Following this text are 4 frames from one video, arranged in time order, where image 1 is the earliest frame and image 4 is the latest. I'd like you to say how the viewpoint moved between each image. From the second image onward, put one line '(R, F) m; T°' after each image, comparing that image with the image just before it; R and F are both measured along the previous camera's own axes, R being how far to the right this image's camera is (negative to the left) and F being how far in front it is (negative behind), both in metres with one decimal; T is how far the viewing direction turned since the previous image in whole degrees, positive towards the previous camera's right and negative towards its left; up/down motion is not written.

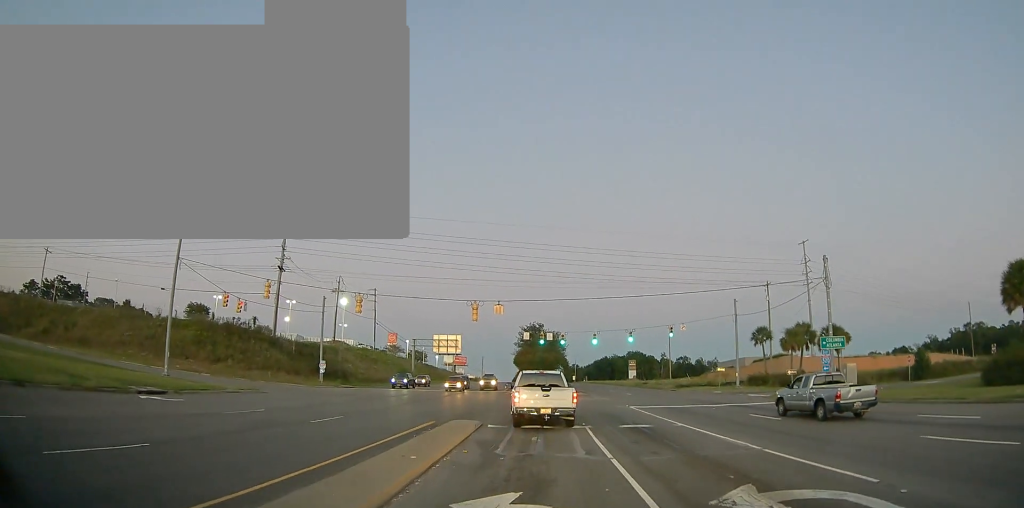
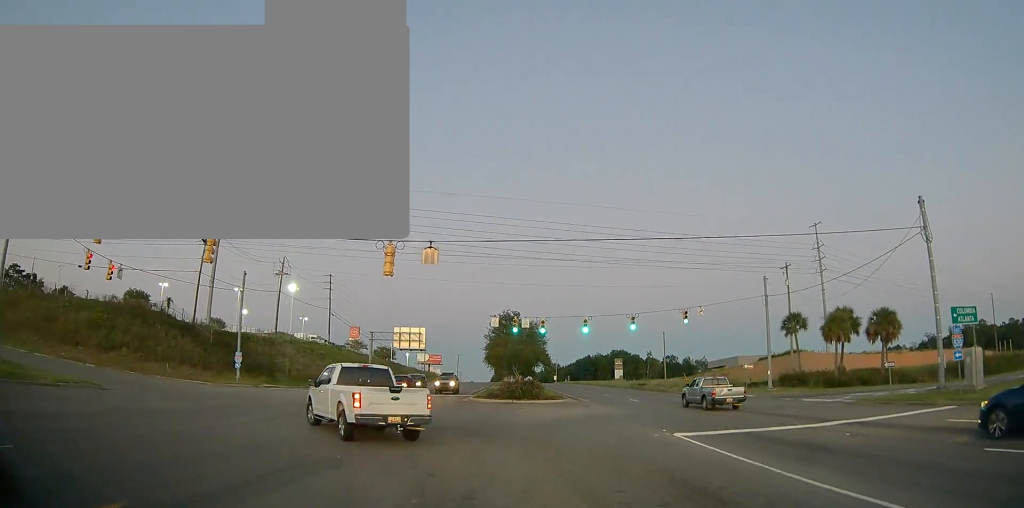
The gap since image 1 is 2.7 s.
(-1.2, +12.3) m; -13°
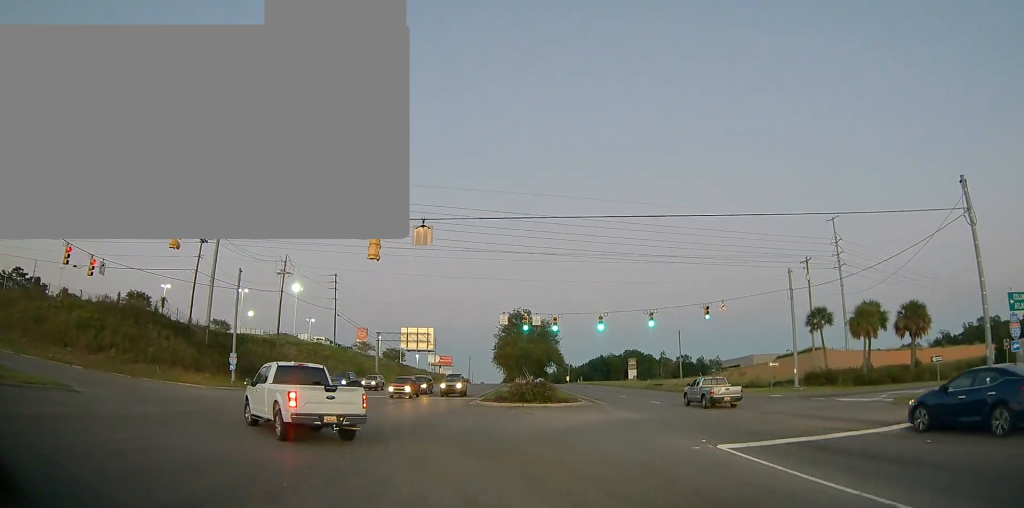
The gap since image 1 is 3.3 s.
(-0.1, +2.8) m; -6°
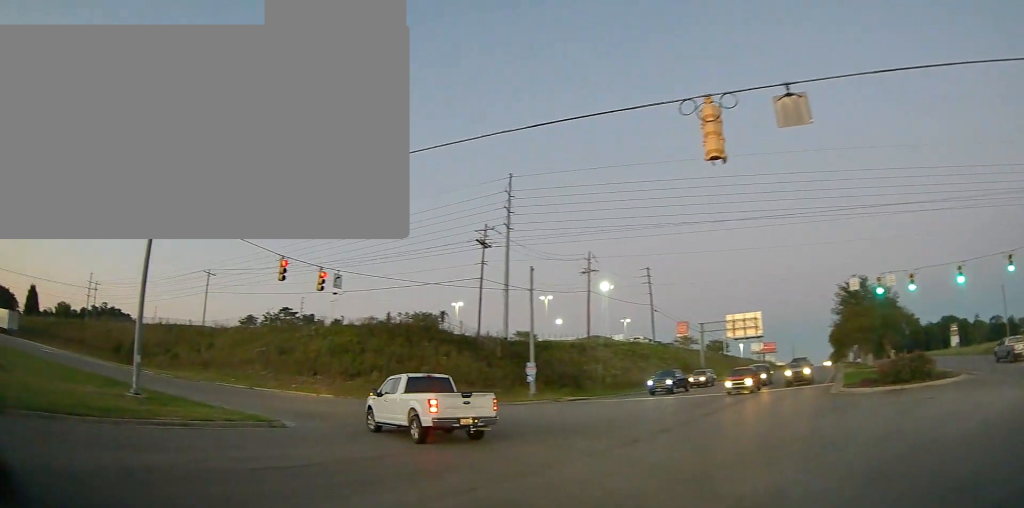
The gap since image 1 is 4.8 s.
(-1.5, +7.1) m; -49°
